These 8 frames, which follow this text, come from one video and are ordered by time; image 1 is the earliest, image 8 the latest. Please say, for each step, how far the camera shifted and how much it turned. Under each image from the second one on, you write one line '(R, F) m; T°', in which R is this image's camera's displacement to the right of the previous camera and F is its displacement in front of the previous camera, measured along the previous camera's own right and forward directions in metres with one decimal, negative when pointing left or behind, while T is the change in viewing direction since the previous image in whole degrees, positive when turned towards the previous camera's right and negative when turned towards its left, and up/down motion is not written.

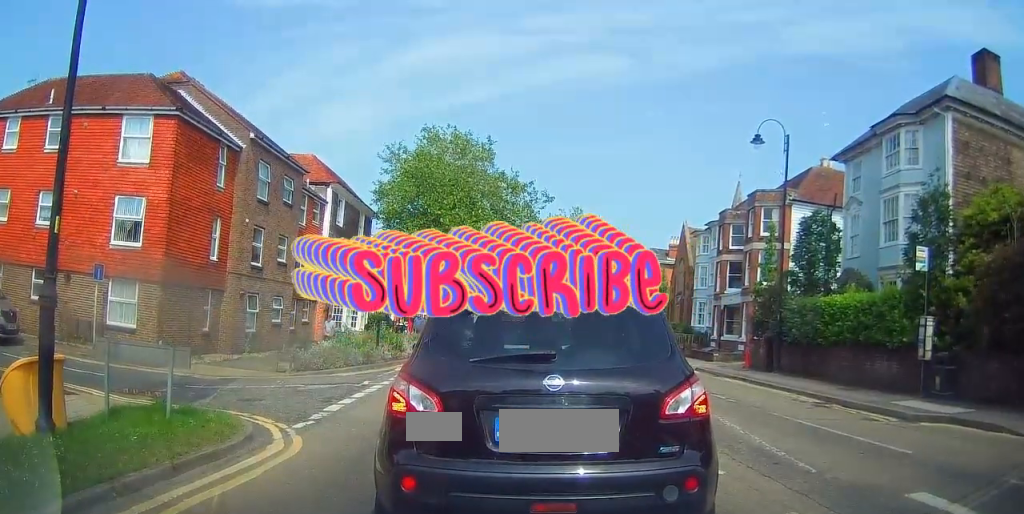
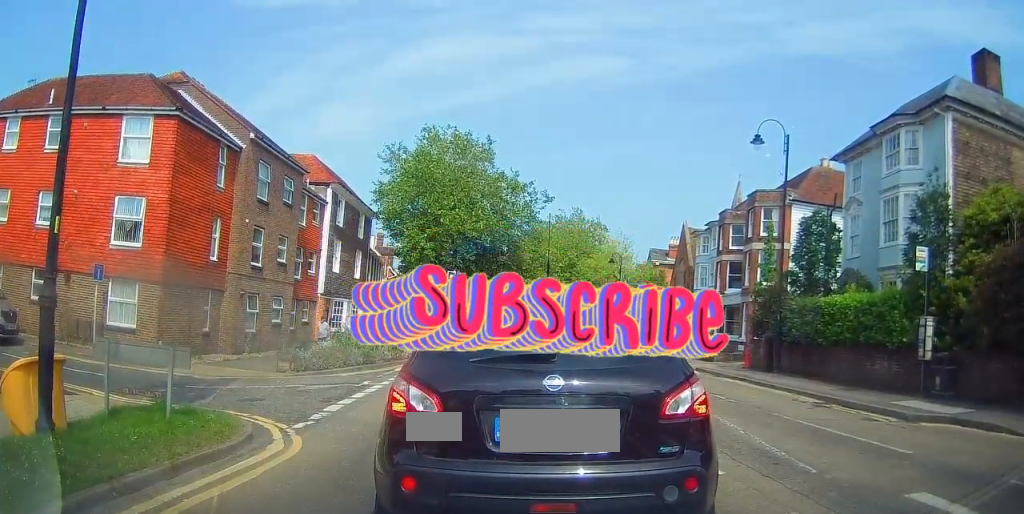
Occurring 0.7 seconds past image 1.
(0.0, 0.0) m; 0°
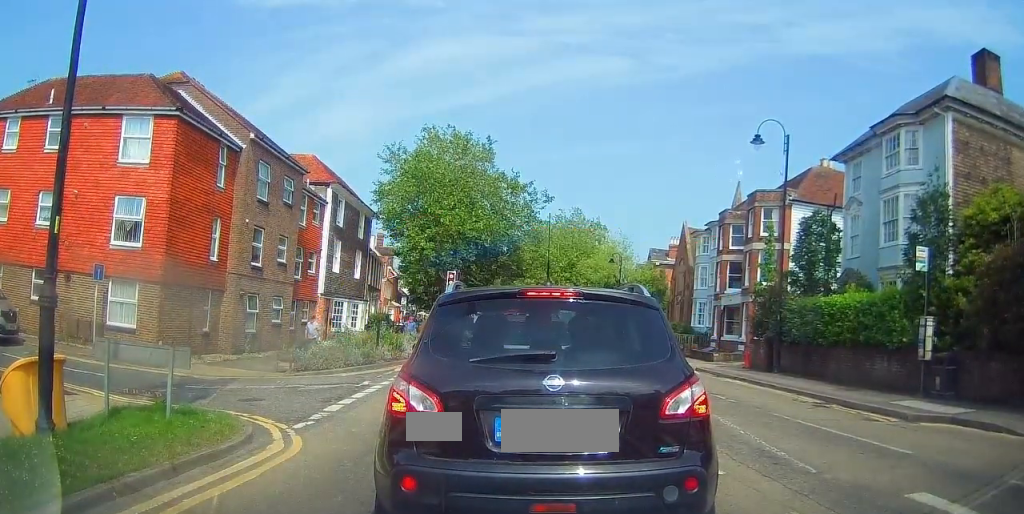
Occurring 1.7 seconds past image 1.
(0.0, 0.0) m; 0°
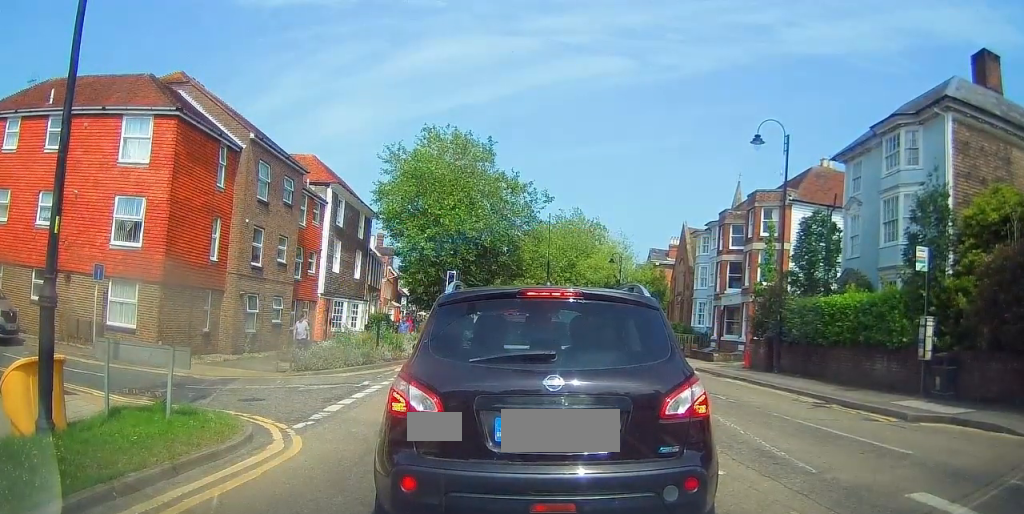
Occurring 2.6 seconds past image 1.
(0.0, 0.0) m; 0°
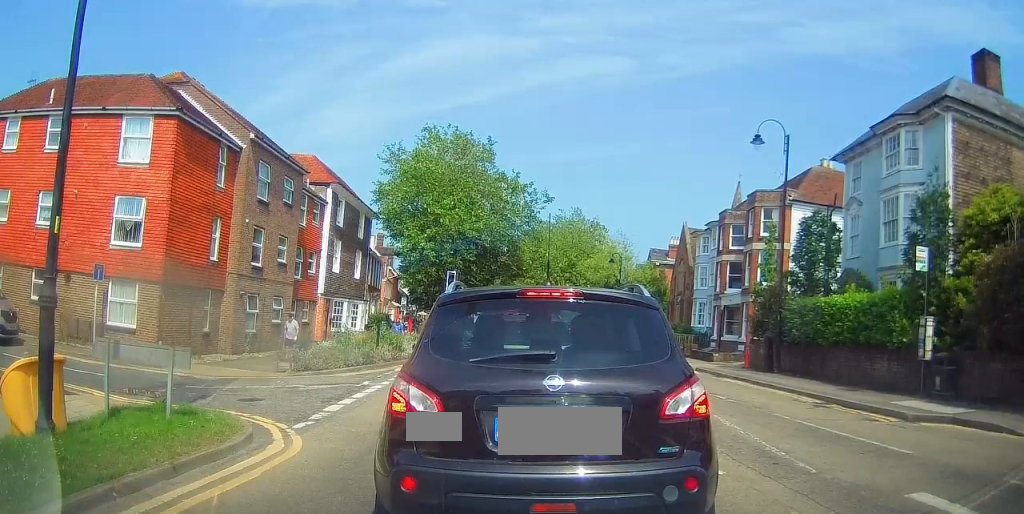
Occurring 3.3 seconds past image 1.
(0.0, 0.0) m; 0°
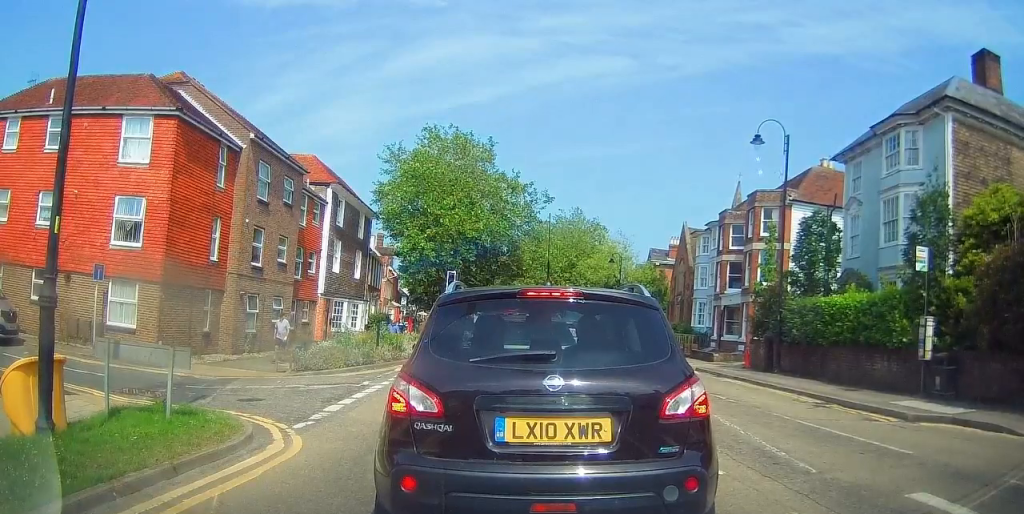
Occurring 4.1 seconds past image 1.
(0.0, 0.0) m; 0°
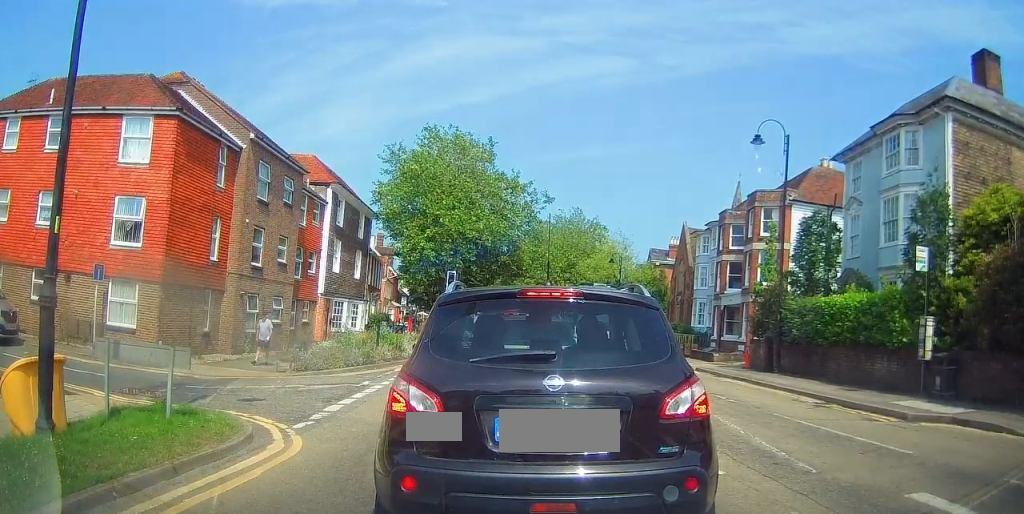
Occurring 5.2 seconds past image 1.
(0.0, 0.0) m; 0°
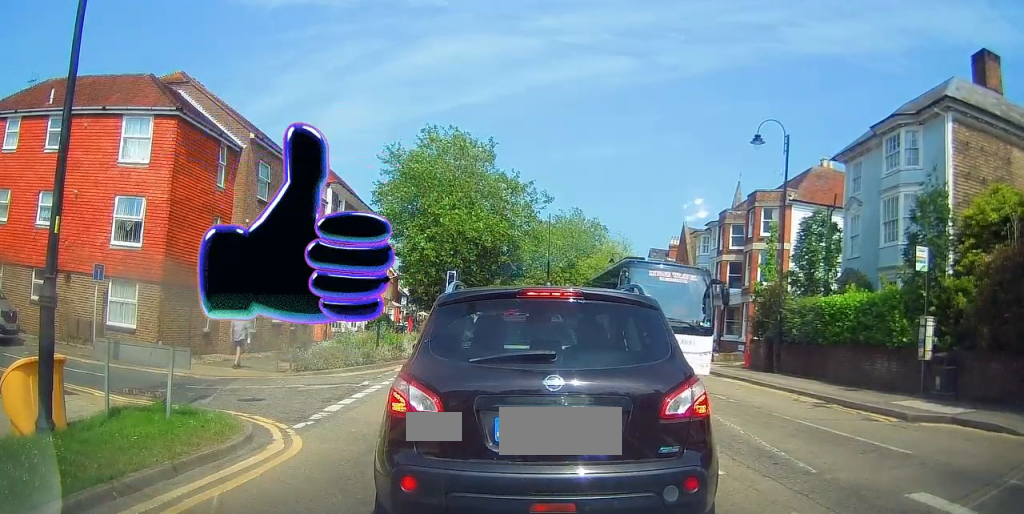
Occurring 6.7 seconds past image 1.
(0.0, 0.0) m; 0°
